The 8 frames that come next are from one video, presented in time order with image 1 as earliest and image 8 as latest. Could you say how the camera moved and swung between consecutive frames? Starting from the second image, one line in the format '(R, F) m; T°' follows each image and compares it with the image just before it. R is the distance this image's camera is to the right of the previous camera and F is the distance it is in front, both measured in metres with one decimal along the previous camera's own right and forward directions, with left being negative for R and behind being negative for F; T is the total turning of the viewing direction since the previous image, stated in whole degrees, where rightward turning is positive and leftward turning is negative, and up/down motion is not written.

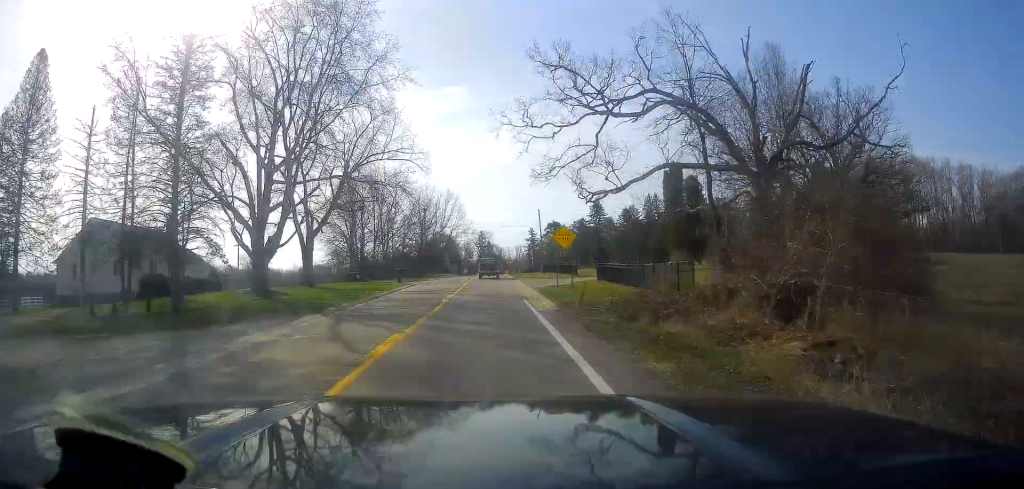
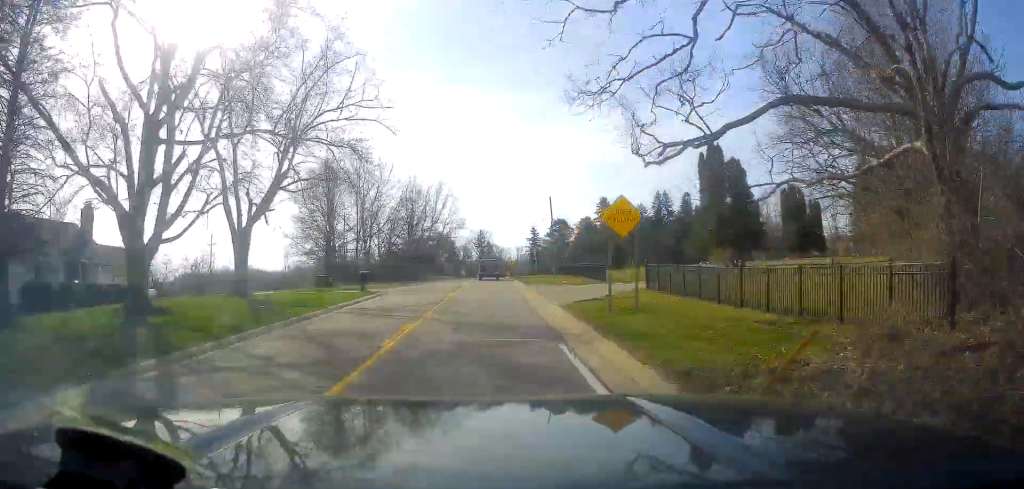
(+0.3, +13.6) m; 0°
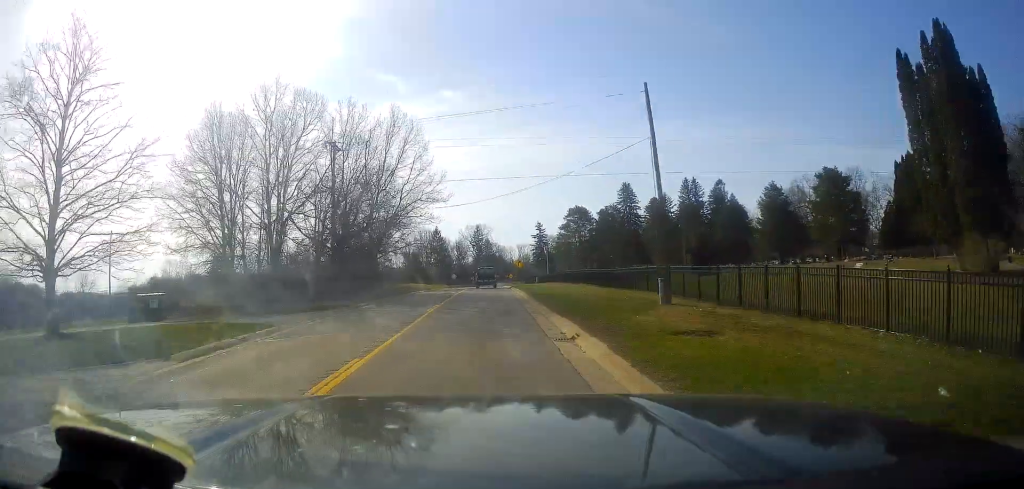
(-0.9, +35.8) m; +1°
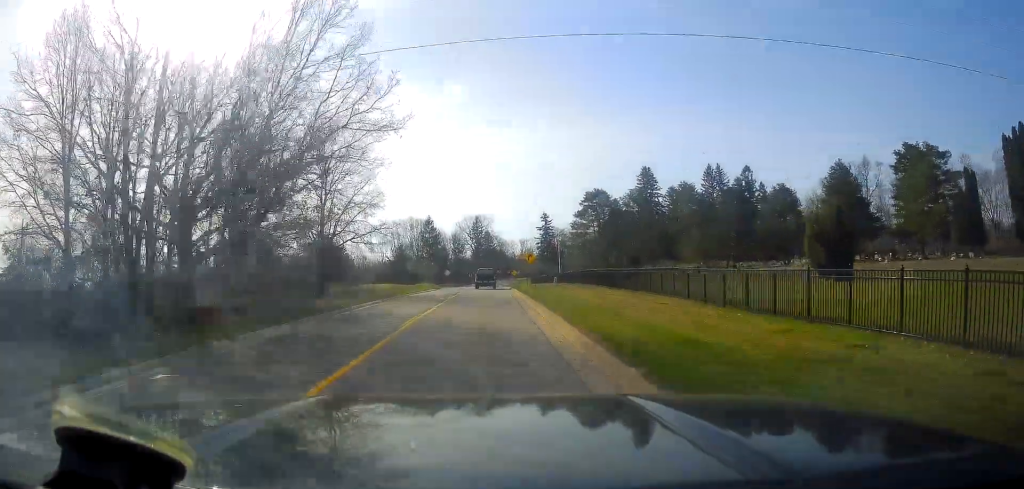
(+0.7, +21.1) m; 0°
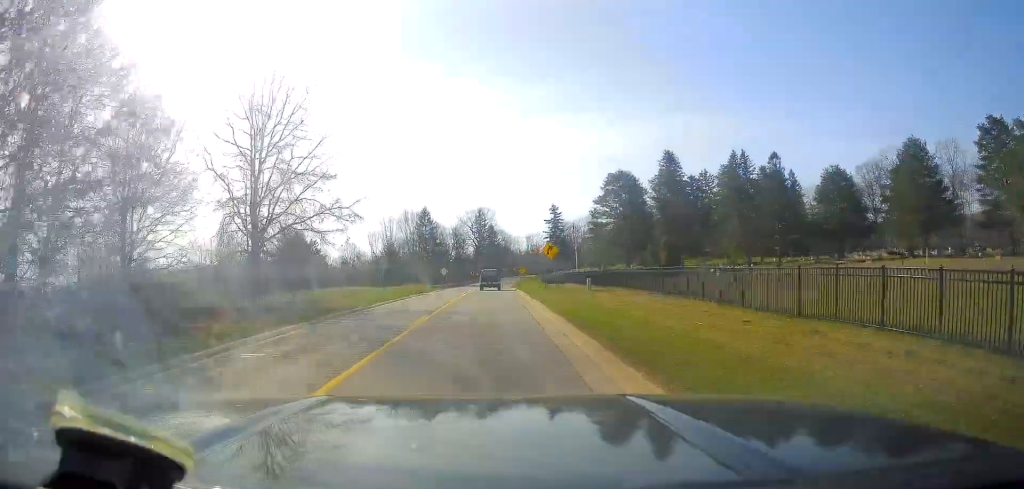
(-0.3, +16.0) m; -1°
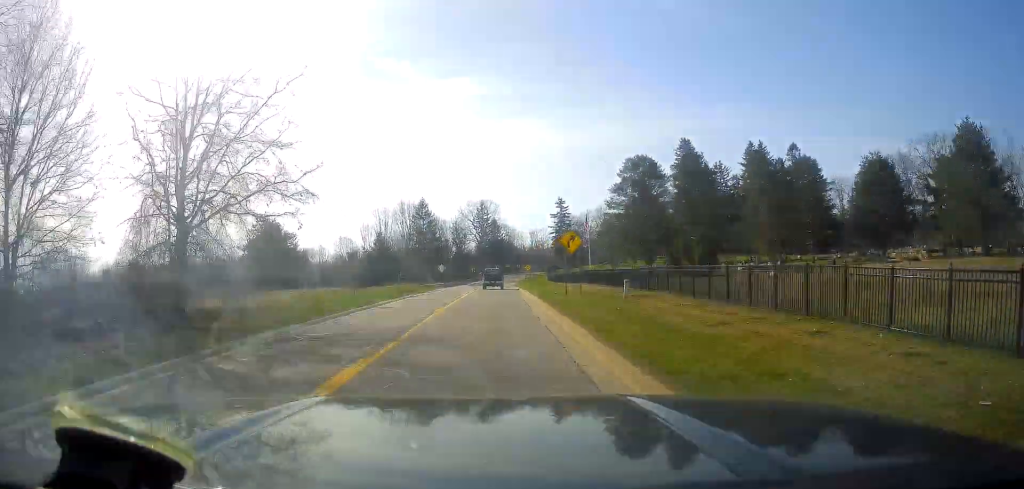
(-0.4, +9.4) m; -1°
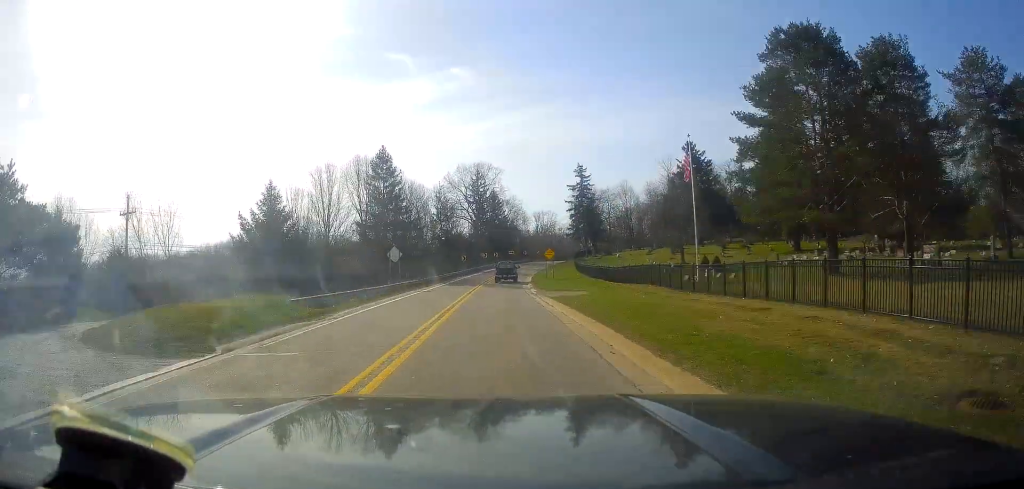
(-0.1, +41.1) m; 0°
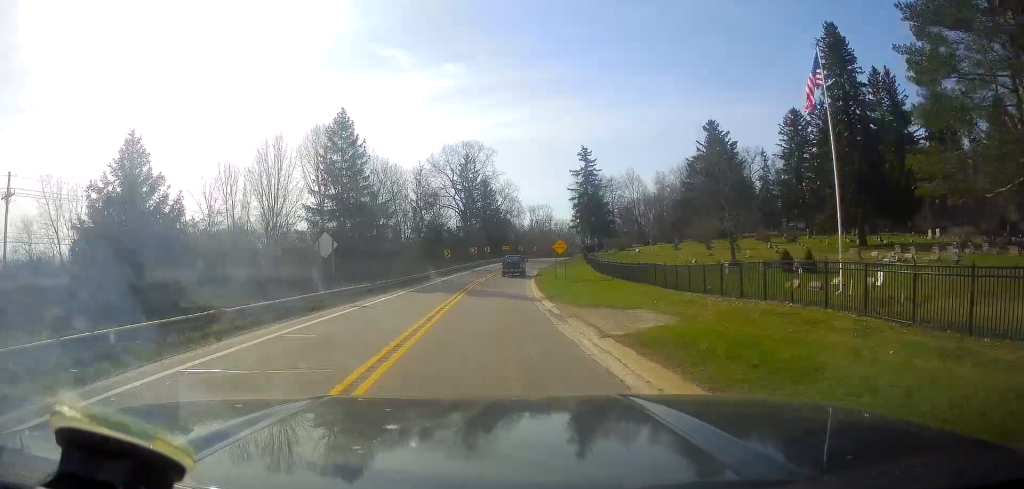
(+0.1, +17.1) m; +1°
